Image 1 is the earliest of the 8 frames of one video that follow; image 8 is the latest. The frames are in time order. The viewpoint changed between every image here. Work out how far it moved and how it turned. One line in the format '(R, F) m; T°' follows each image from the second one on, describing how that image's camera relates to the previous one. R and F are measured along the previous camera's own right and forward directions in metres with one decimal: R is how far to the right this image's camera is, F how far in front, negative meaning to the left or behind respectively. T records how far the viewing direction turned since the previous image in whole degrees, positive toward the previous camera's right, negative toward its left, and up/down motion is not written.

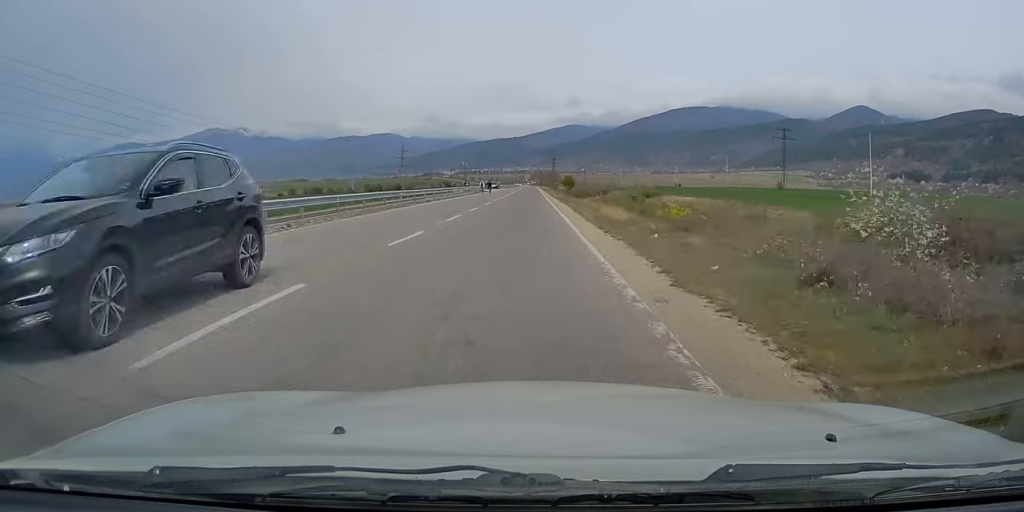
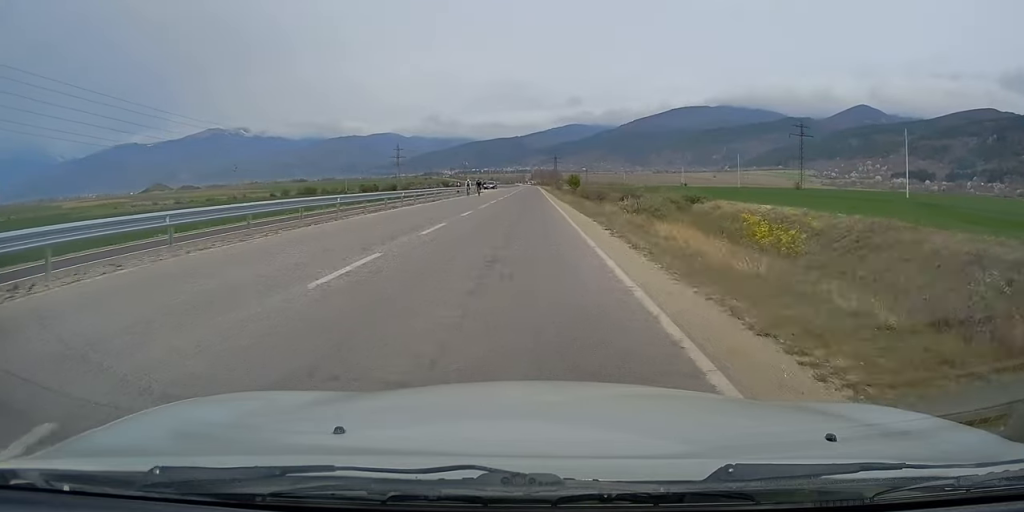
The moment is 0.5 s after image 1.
(0.0, +12.2) m; 0°
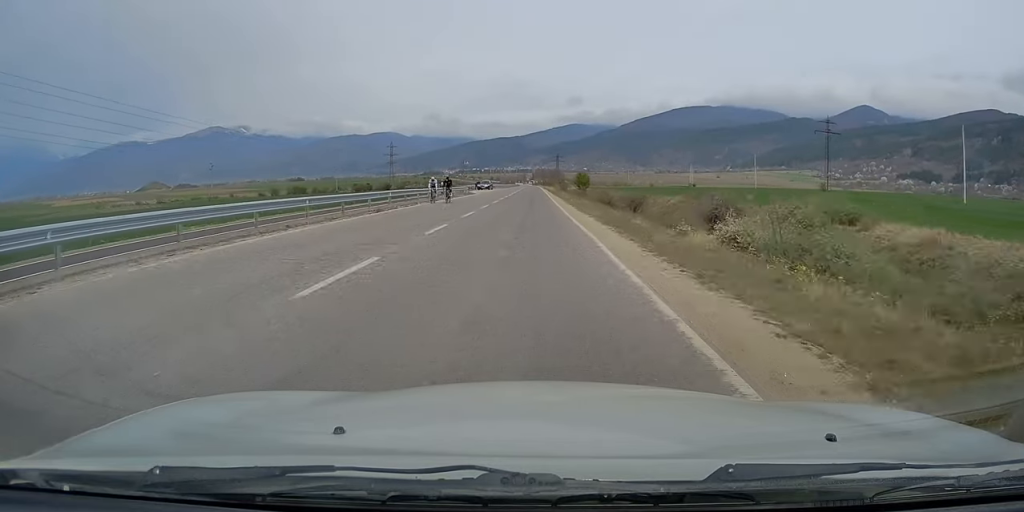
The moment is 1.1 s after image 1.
(0.0, +15.8) m; 0°
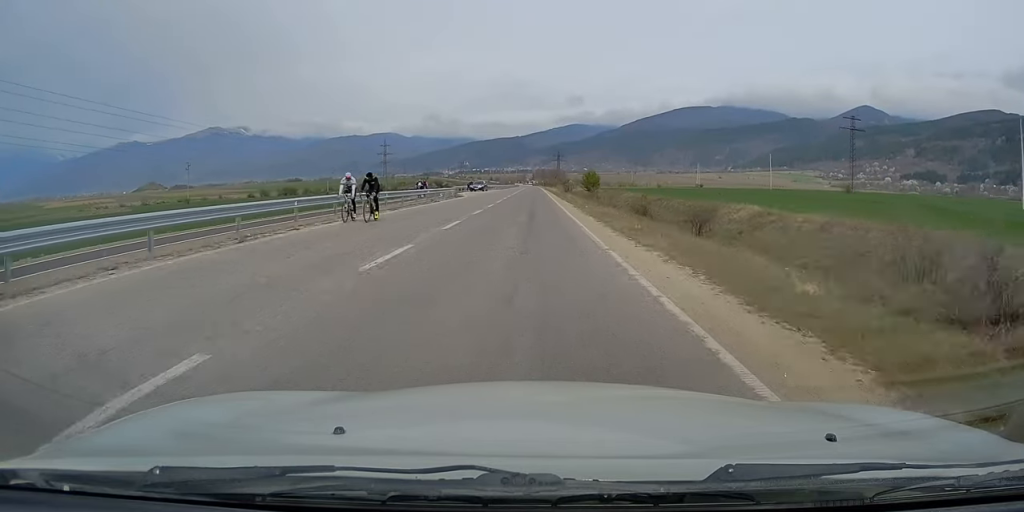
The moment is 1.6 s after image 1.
(0.0, +13.3) m; 0°
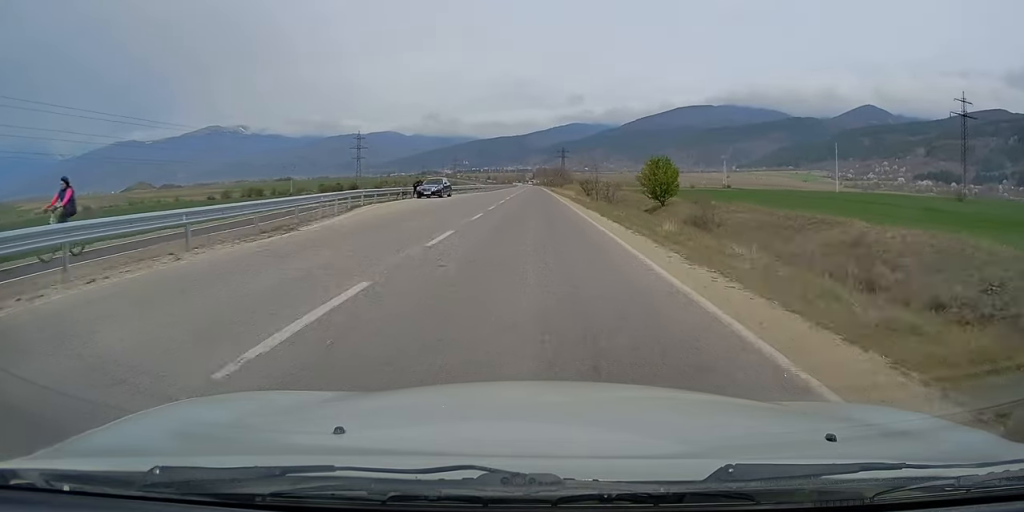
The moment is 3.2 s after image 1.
(-0.1, +43.2) m; 0°
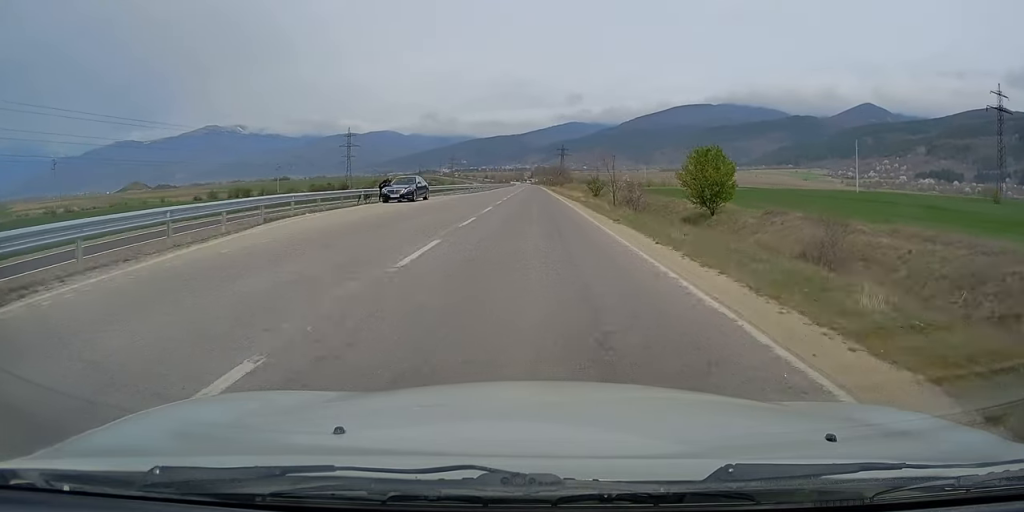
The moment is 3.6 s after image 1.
(-0.1, +10.8) m; 0°
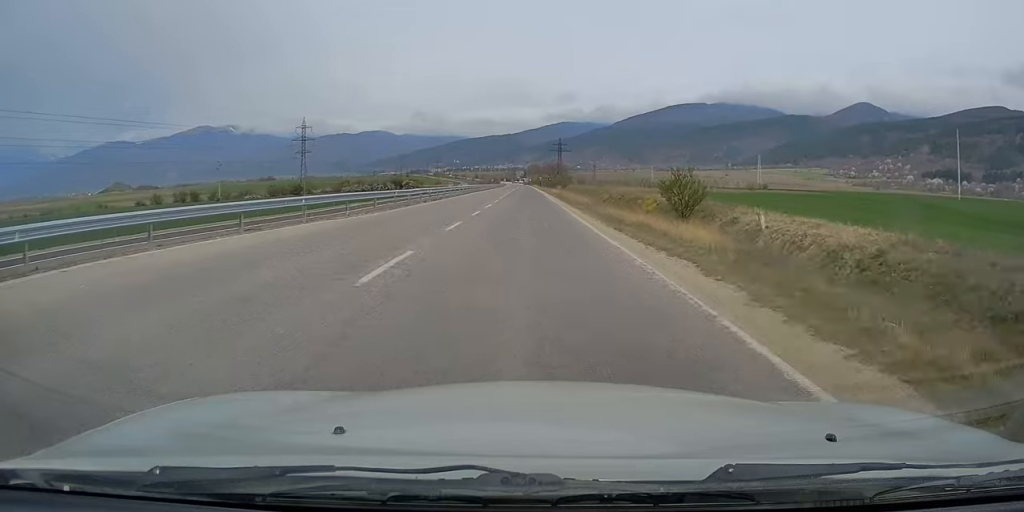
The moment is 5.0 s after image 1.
(+0.3, +39.4) m; +1°
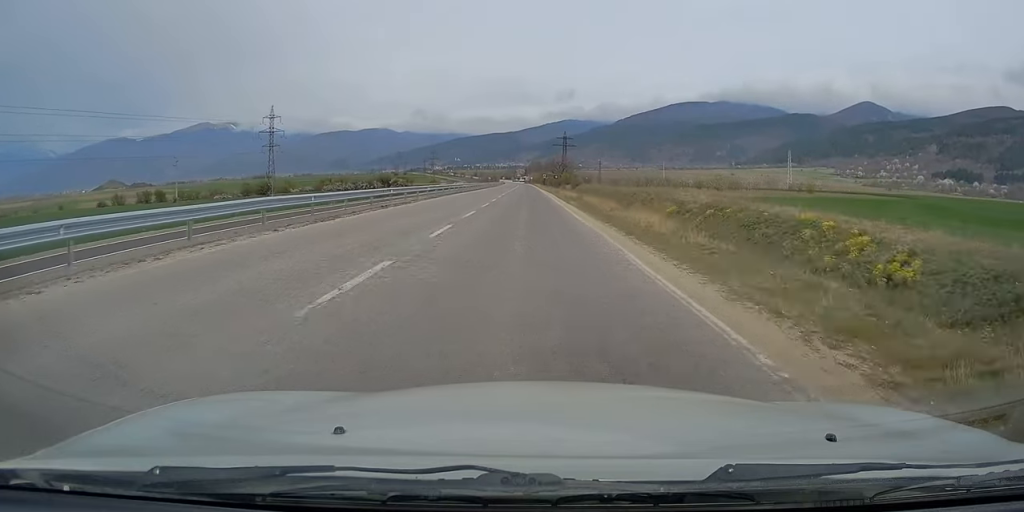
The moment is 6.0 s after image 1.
(-0.1, +25.1) m; 0°
